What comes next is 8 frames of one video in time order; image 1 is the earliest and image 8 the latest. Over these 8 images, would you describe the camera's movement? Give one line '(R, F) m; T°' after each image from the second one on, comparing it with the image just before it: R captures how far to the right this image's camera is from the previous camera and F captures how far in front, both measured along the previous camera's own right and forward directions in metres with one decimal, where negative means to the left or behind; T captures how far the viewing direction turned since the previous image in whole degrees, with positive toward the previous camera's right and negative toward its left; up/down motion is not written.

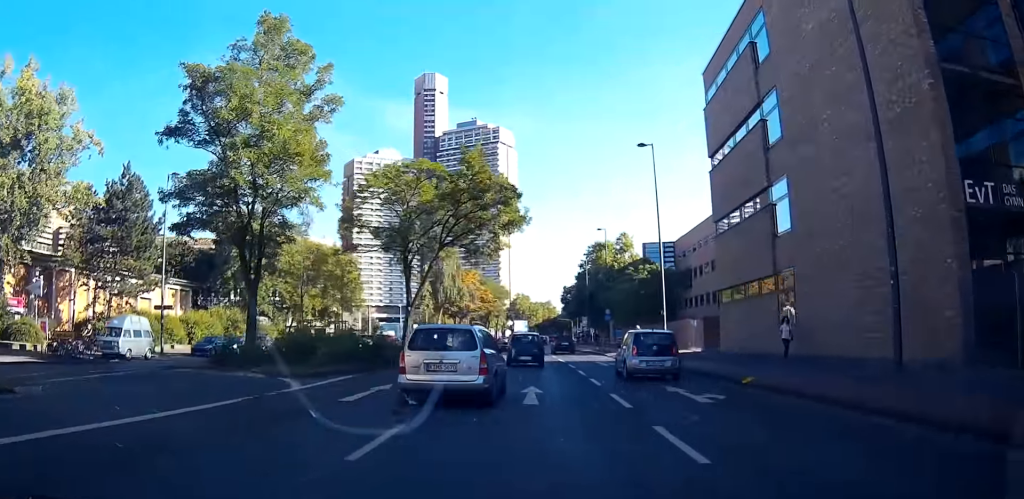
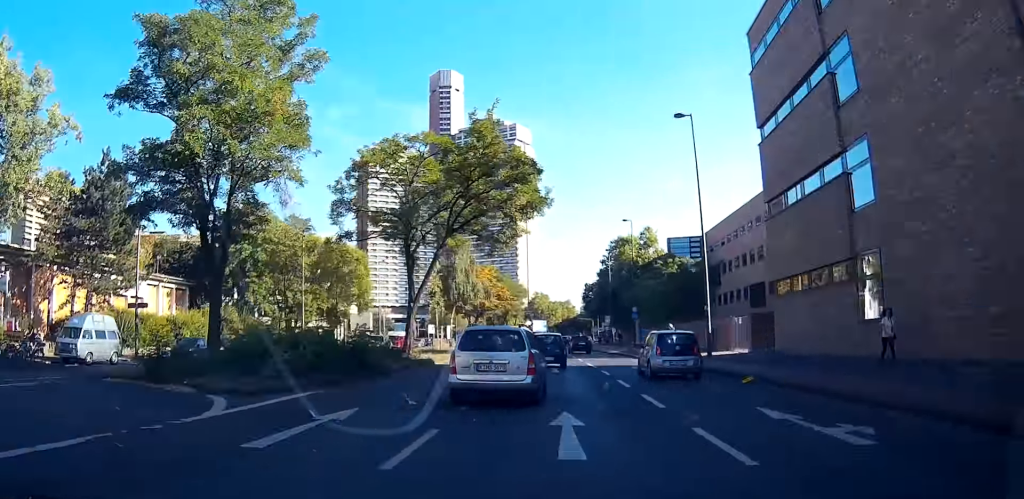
(+0.2, +6.5) m; +1°
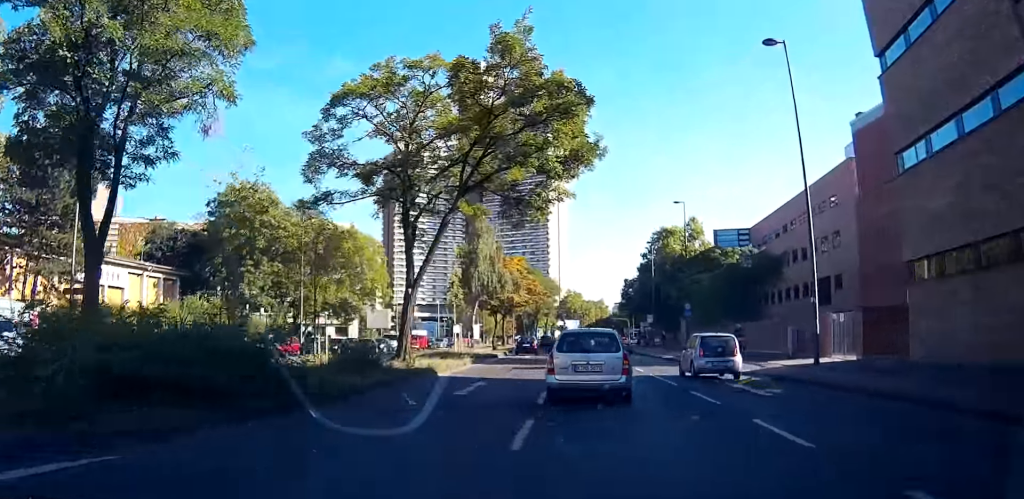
(+0.2, +11.2) m; +1°
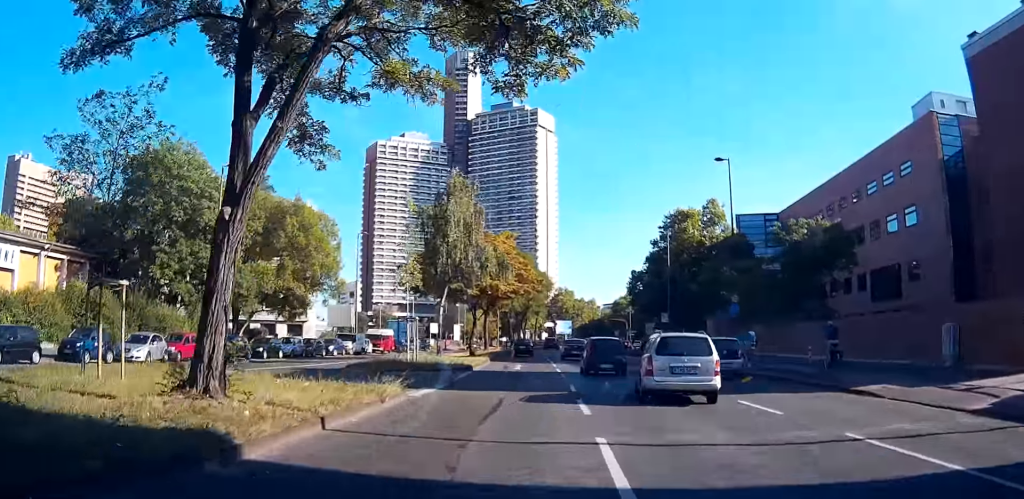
(+0.2, +18.2) m; +2°
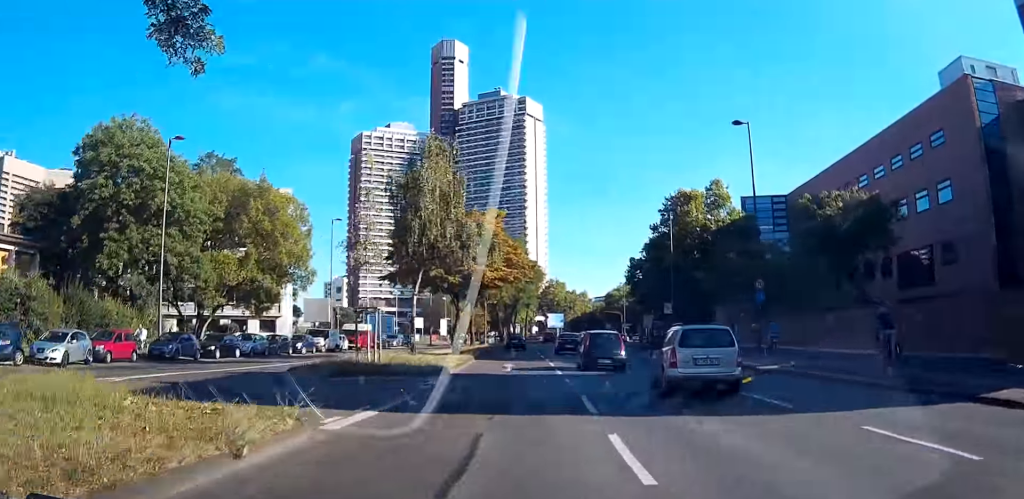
(+0.1, +7.1) m; +1°
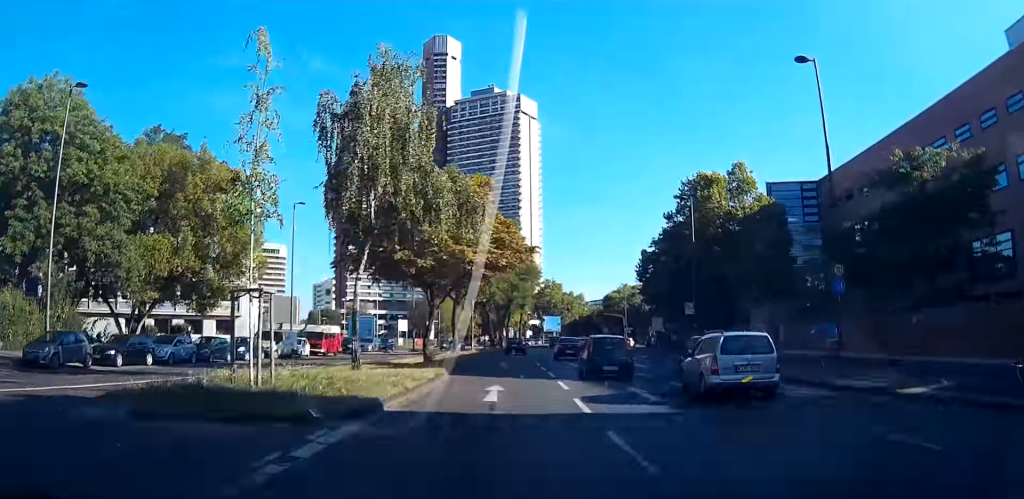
(+0.1, +11.3) m; 0°
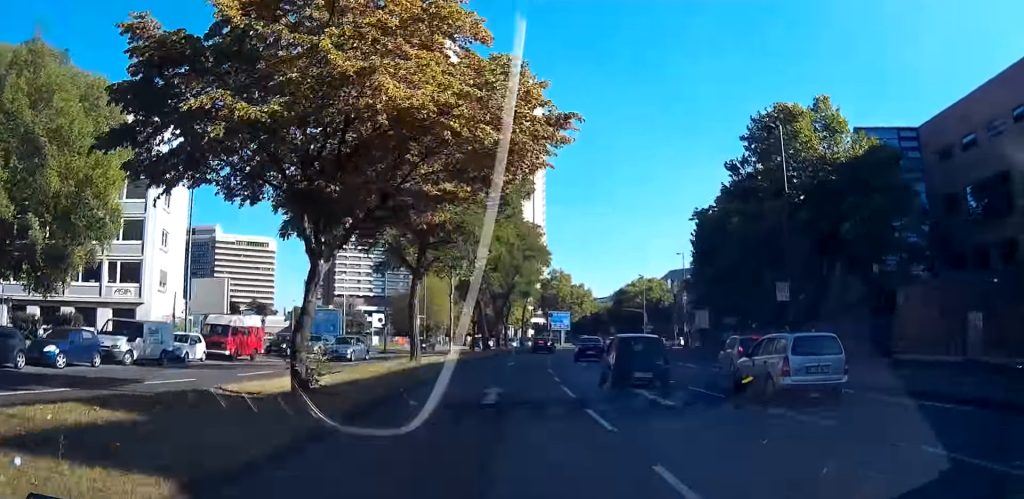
(-0.1, +20.4) m; +1°
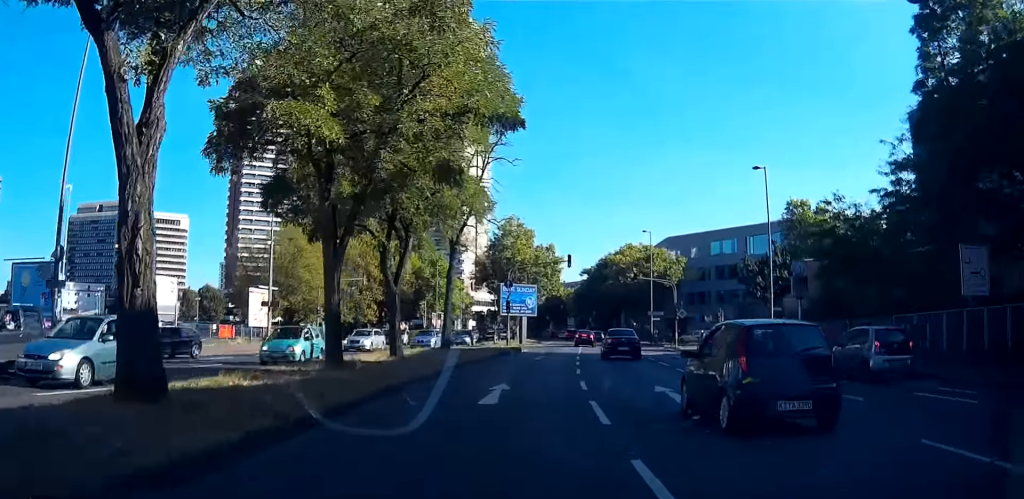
(+2.9, +46.6) m; +7°
